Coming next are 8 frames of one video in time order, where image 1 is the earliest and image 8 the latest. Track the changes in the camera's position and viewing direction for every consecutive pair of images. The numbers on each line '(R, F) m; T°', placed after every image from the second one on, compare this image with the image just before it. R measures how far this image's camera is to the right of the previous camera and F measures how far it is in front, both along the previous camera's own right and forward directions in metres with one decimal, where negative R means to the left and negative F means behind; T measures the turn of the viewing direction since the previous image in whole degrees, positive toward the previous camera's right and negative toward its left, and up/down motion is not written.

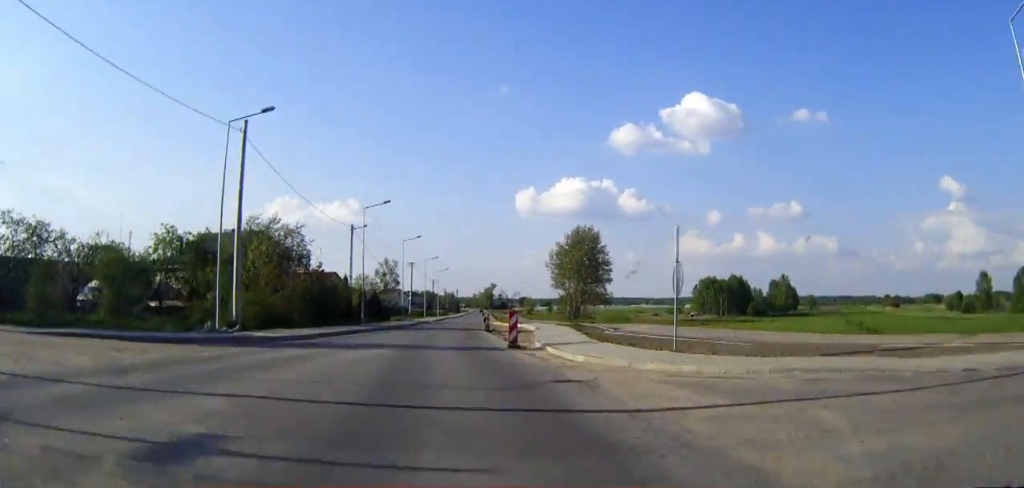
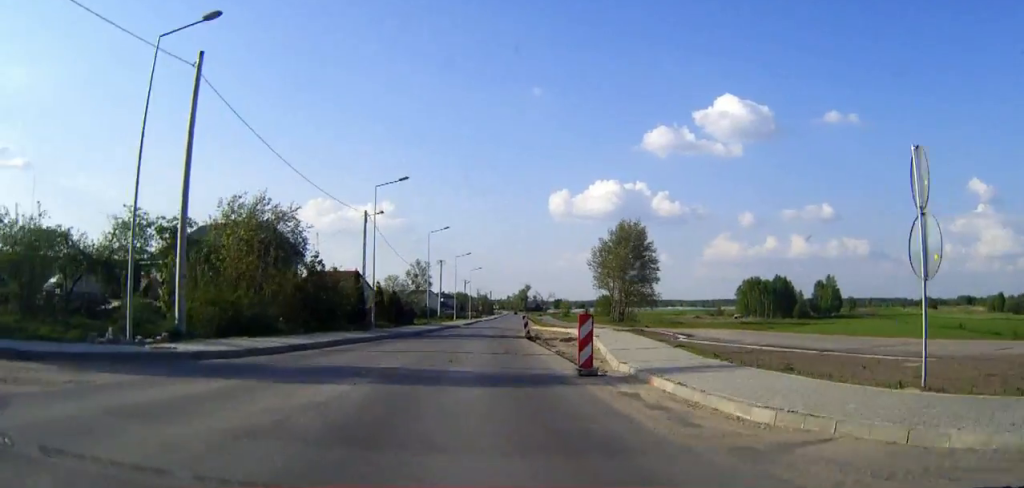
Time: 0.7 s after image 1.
(-0.1, +10.2) m; -2°
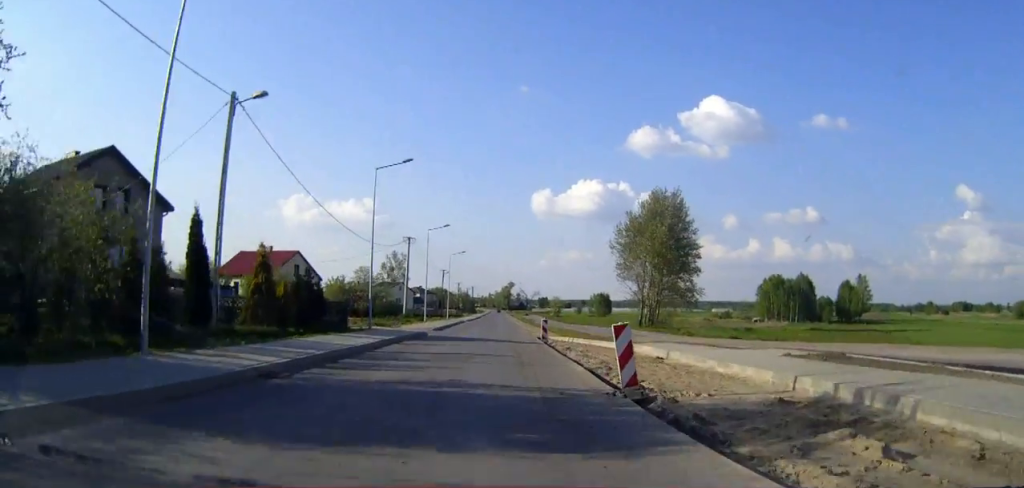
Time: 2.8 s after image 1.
(-0.7, +28.9) m; -1°
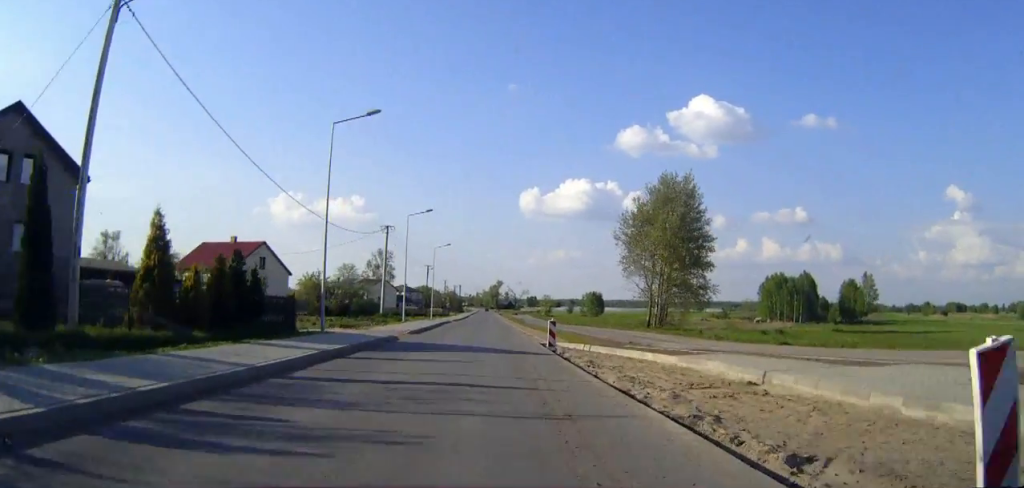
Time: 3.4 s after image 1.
(+0.1, +9.1) m; +1°
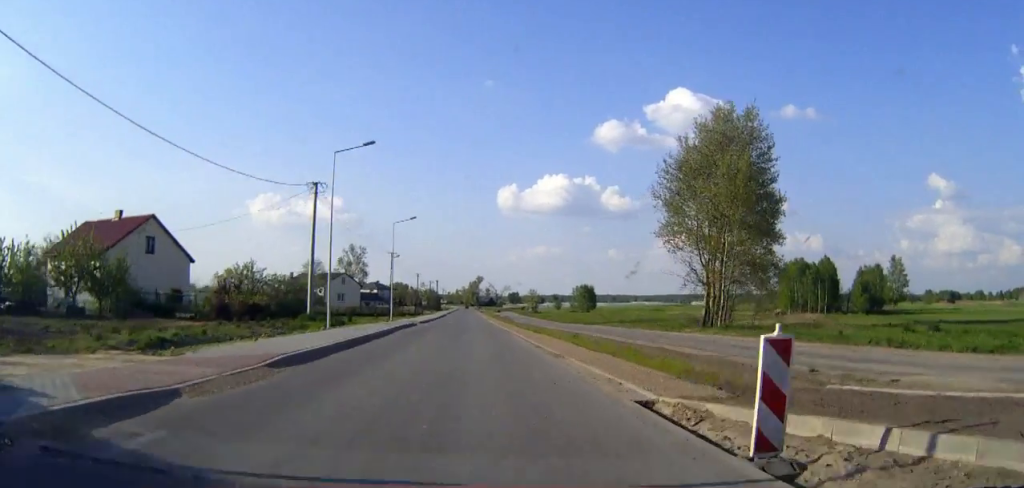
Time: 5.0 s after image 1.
(+0.4, +22.7) m; +2°
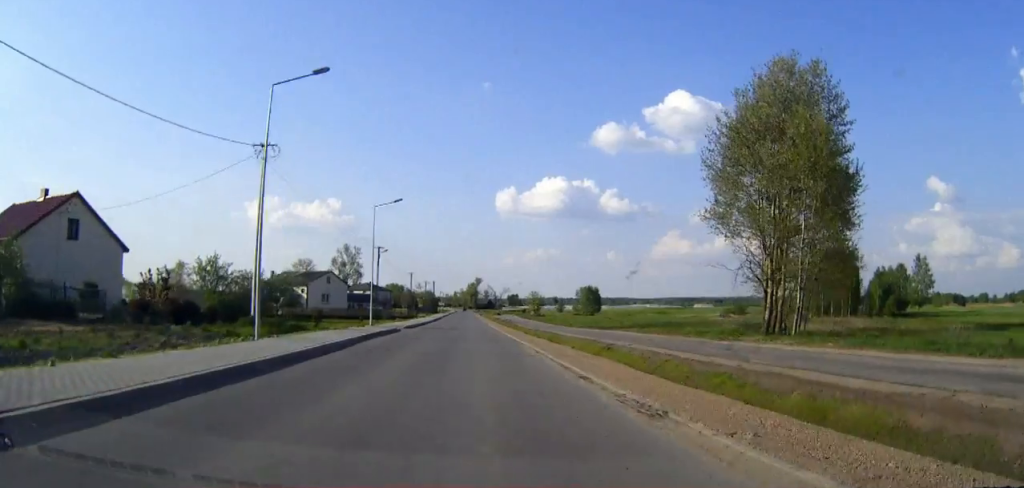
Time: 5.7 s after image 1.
(+0.1, +11.2) m; 0°
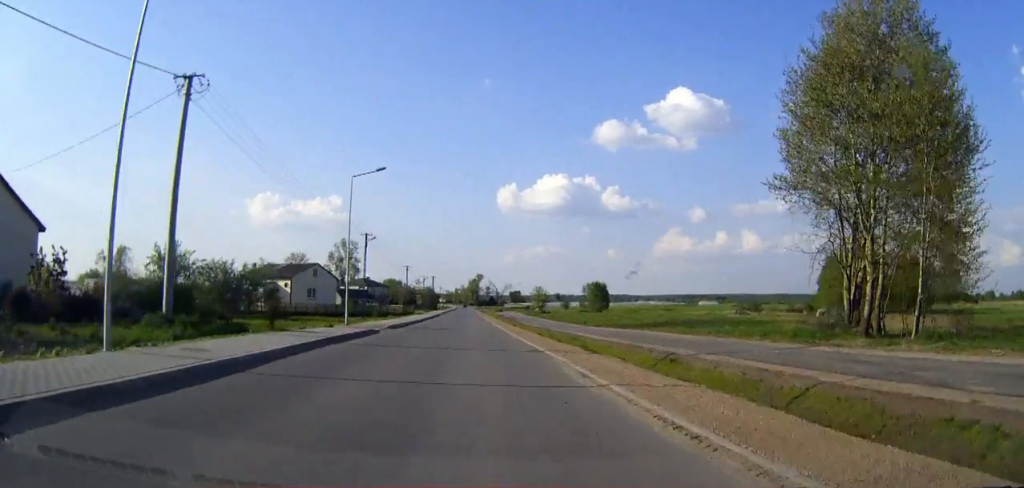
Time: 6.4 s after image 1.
(0.0, +10.2) m; 0°
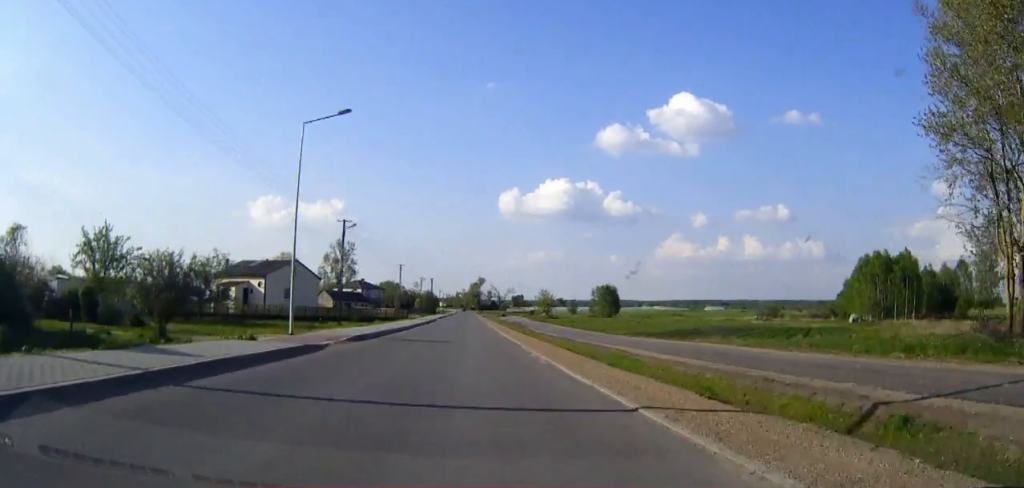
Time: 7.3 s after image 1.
(0.0, +12.7) m; 0°
